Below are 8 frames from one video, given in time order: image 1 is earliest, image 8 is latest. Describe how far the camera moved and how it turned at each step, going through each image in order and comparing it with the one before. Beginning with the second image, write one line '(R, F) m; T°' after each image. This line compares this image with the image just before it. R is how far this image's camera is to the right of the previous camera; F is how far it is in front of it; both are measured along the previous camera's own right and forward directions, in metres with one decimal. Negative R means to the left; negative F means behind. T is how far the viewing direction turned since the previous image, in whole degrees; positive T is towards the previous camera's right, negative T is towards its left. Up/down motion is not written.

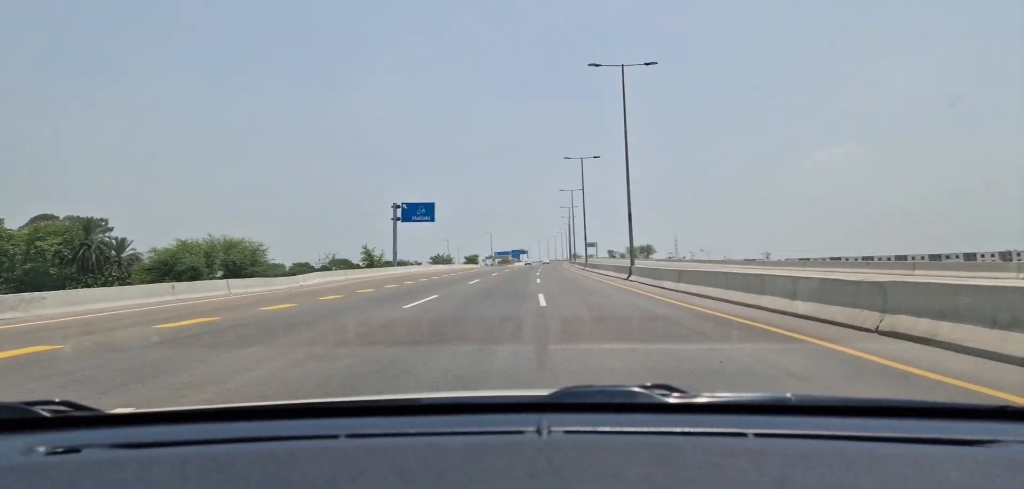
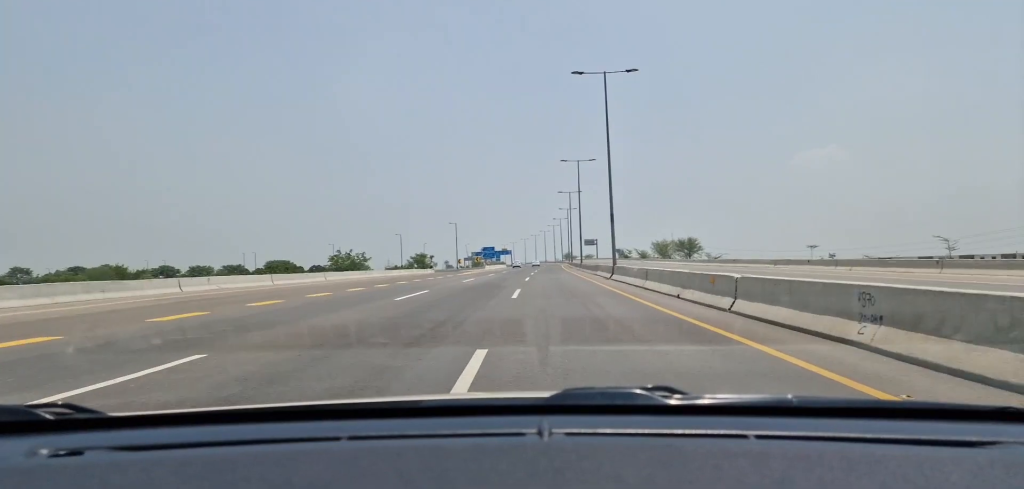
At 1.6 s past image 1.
(+1.3, +68.8) m; +2°
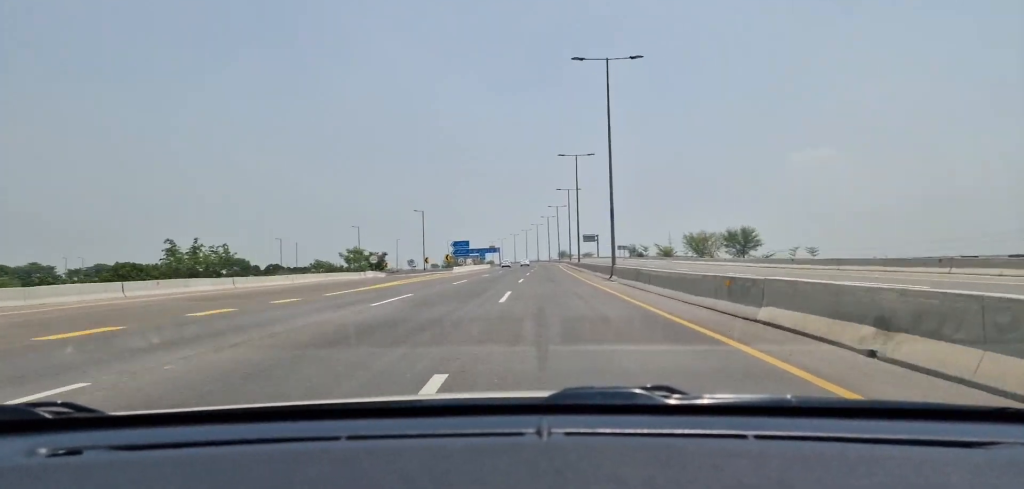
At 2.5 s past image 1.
(+0.2, +37.8) m; 0°
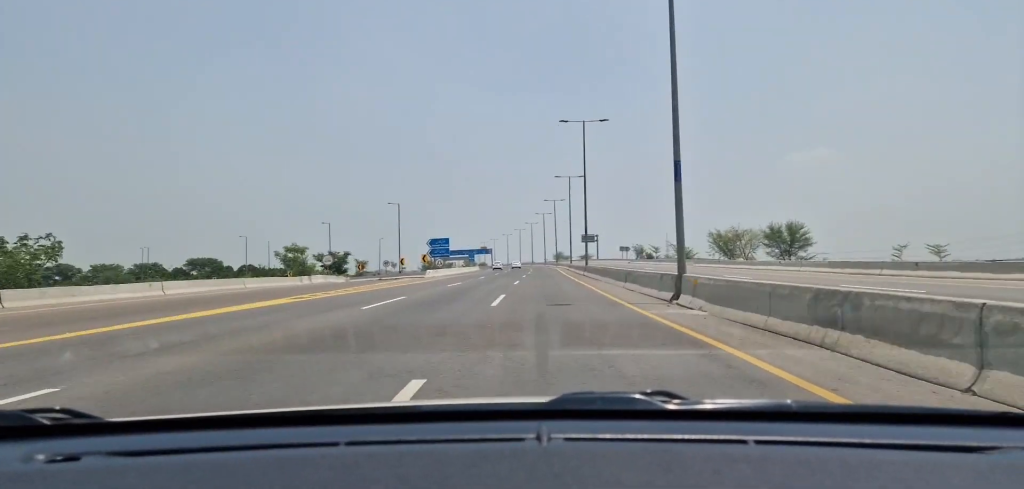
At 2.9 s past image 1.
(0.0, +17.4) m; 0°
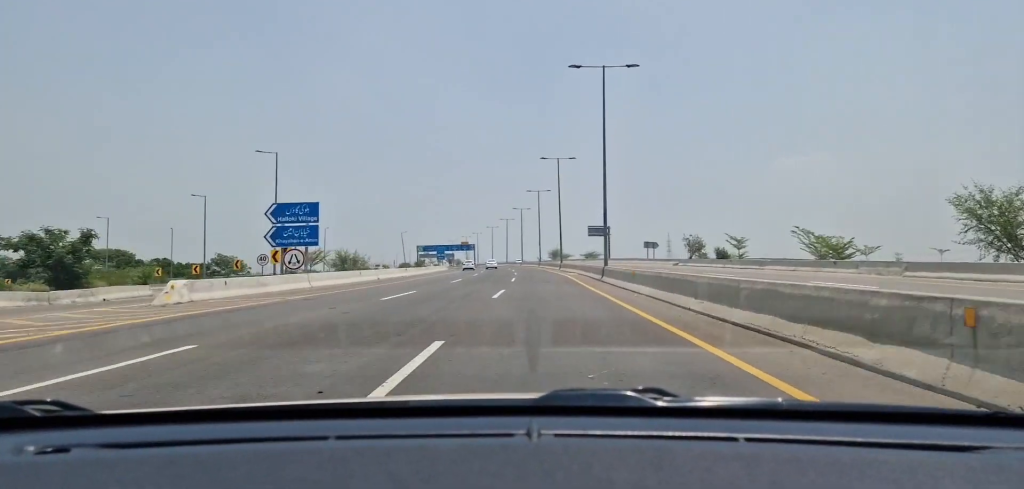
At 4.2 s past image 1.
(0.0, +49.5) m; 0°
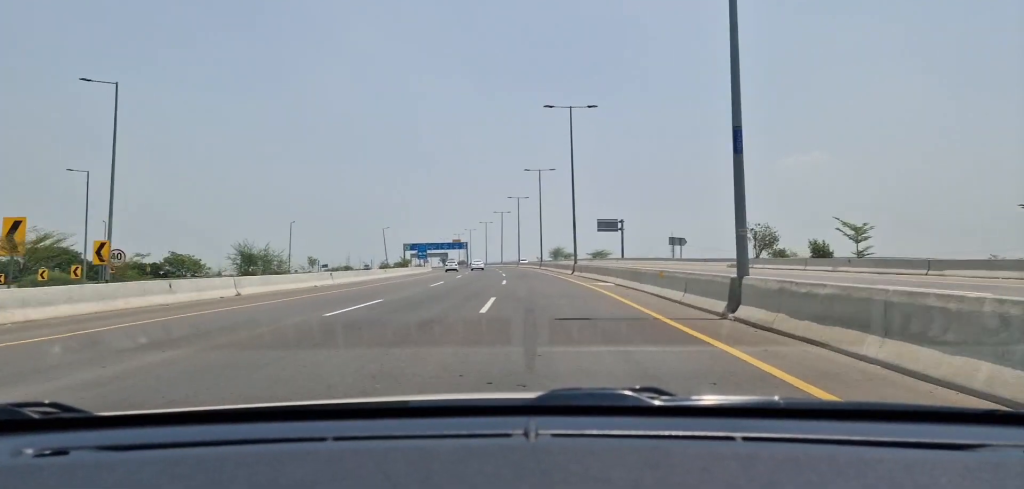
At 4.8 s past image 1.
(-0.1, +24.6) m; 0°
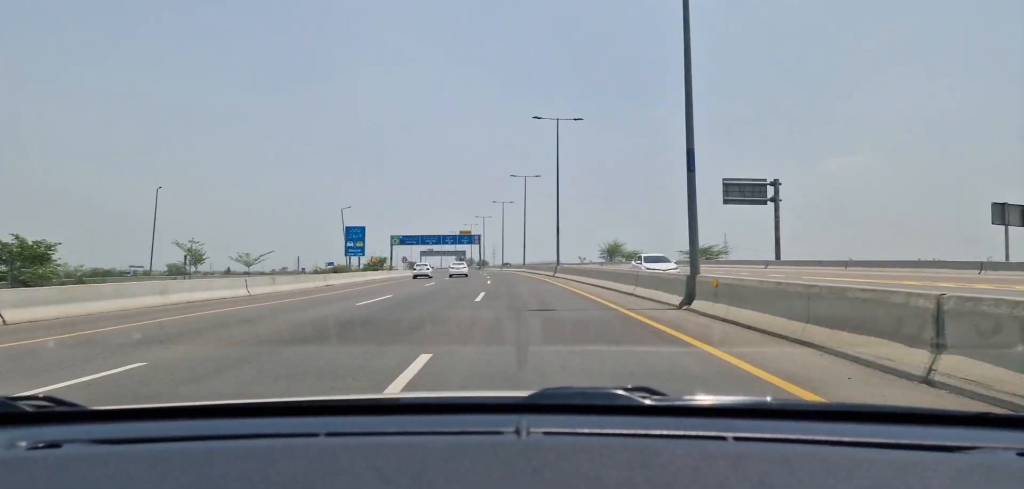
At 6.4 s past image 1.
(-1.7, +66.6) m; -4°
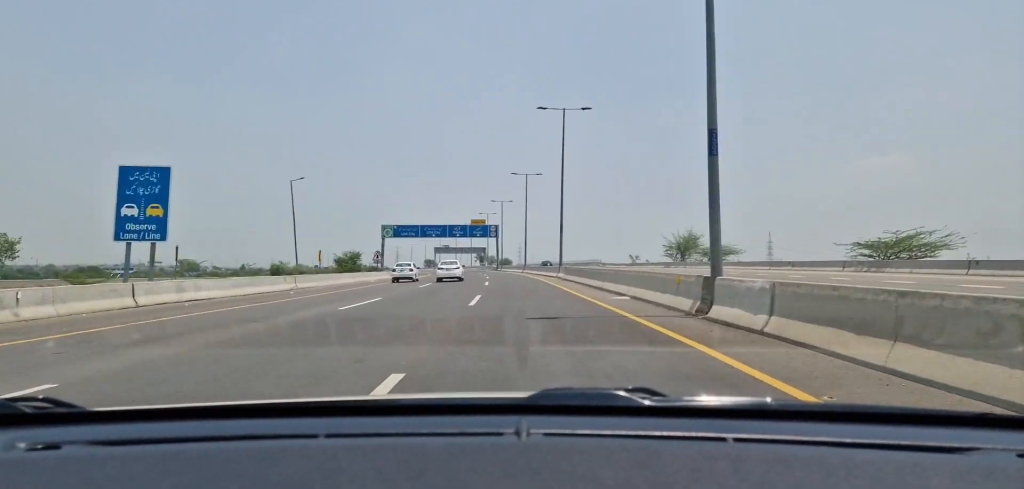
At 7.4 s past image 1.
(-0.9, +37.3) m; -3°
